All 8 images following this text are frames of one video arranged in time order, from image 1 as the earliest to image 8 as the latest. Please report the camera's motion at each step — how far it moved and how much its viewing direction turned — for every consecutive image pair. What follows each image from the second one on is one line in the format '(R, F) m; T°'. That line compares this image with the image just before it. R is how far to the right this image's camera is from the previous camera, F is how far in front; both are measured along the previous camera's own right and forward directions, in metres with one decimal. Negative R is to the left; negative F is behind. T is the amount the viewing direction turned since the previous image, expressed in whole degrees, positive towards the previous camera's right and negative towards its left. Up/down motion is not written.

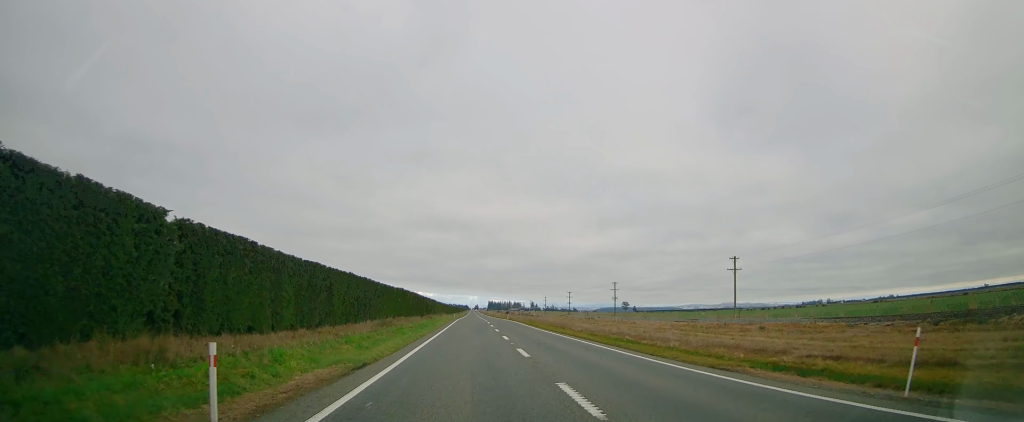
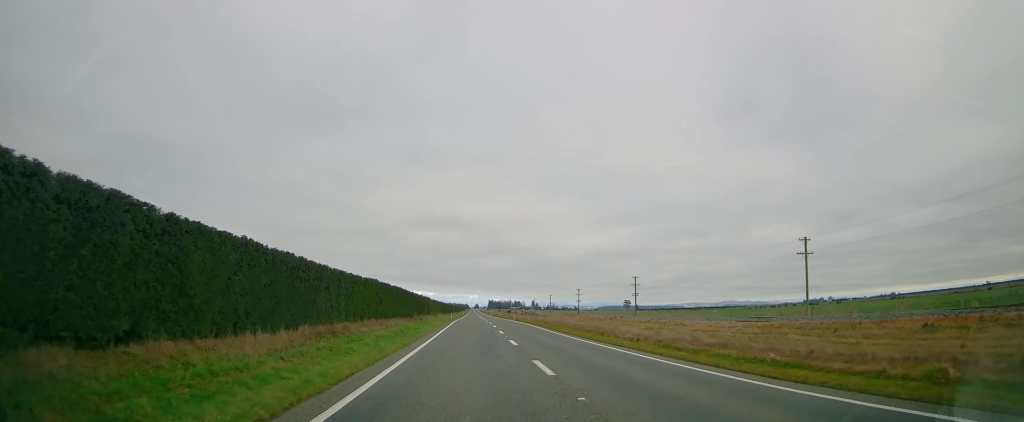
(+0.2, +14.6) m; 0°
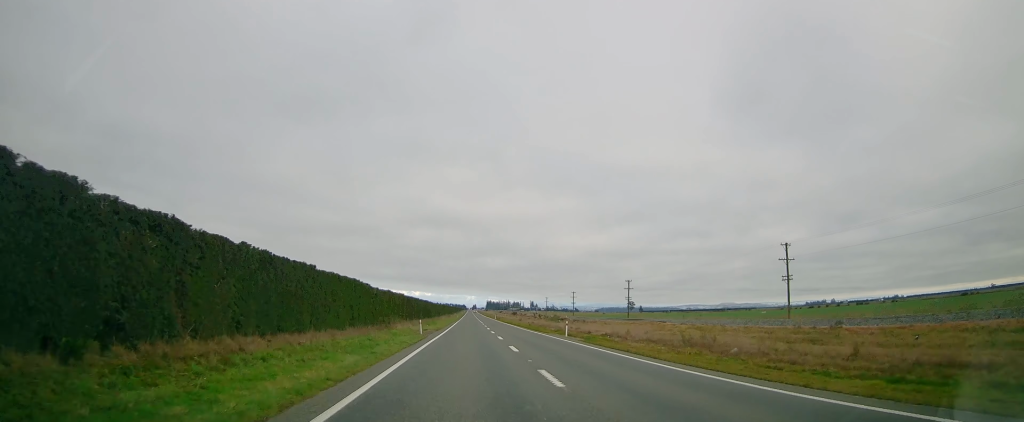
(-0.6, +51.5) m; -1°
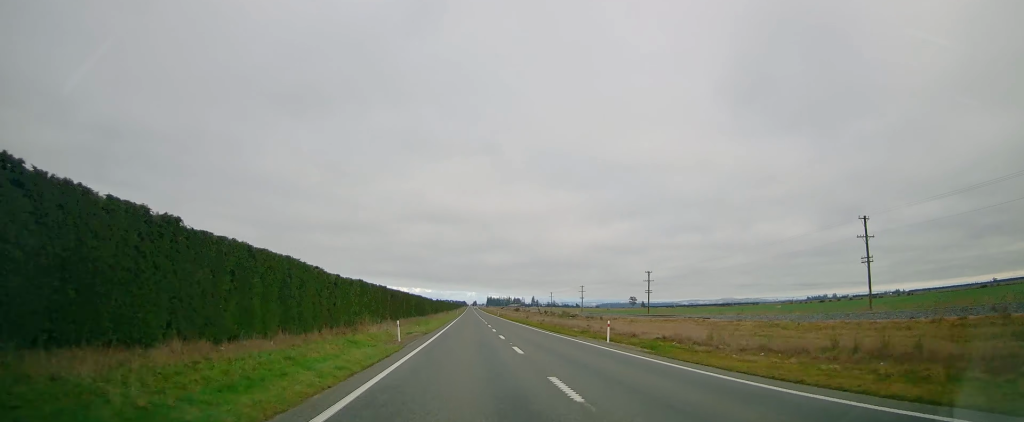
(0.0, +12.0) m; 0°
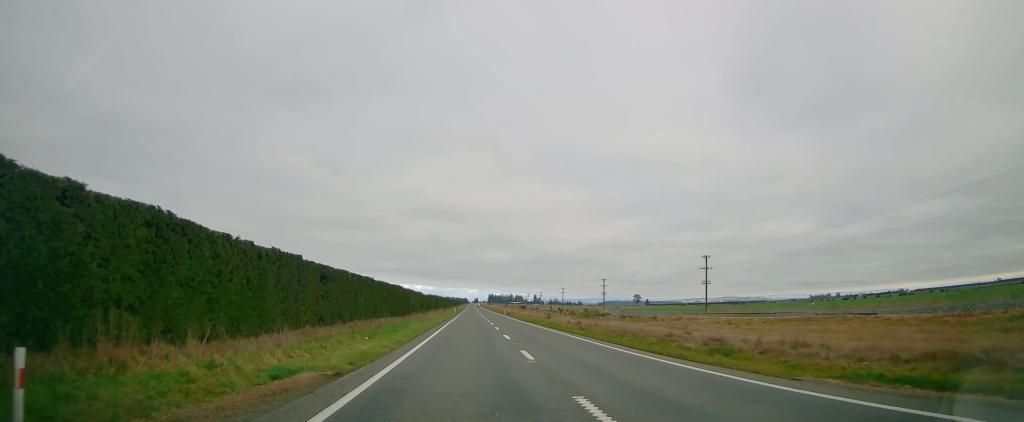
(+0.2, +23.0) m; 0°
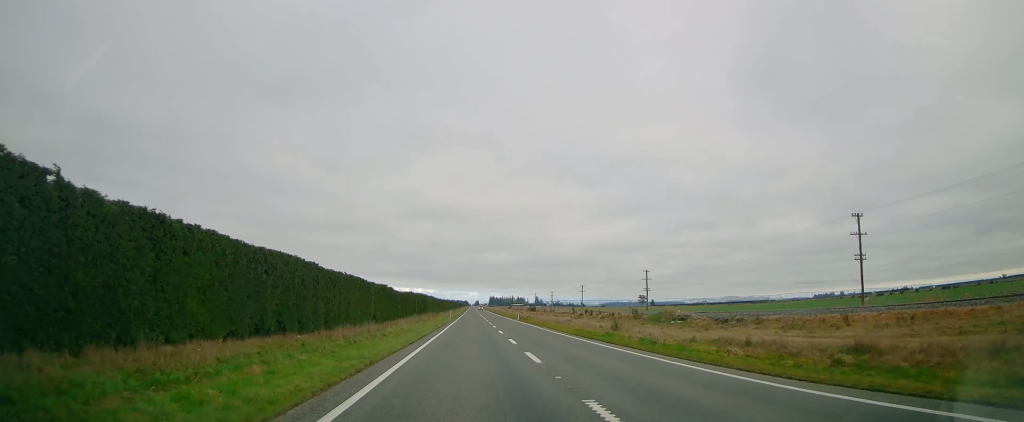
(-0.1, +30.1) m; 0°
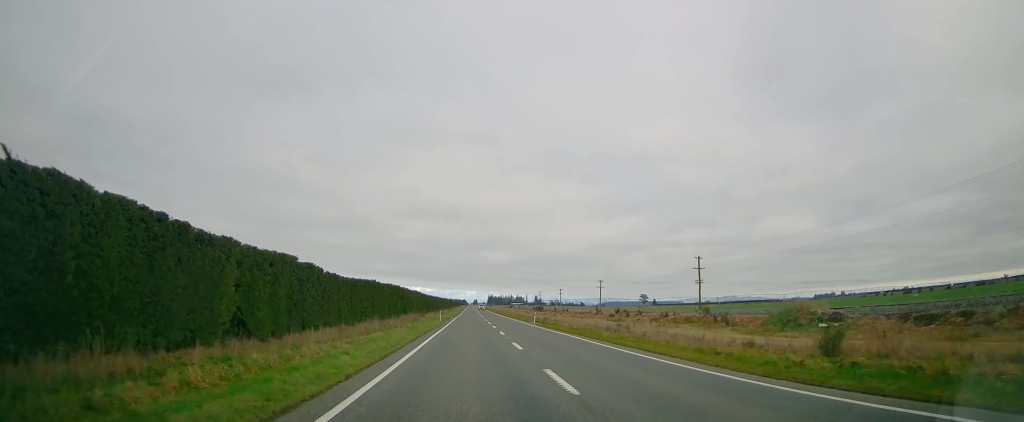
(0.0, +22.6) m; 0°
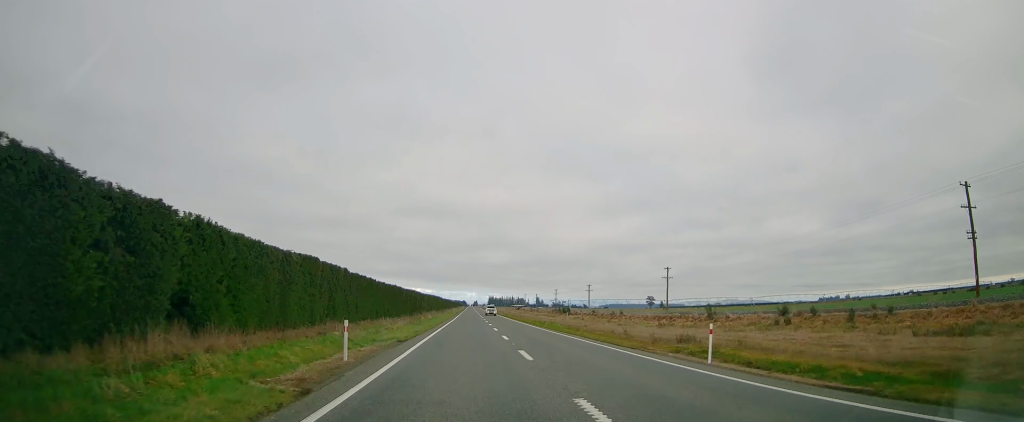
(0.0, +43.4) m; +1°
